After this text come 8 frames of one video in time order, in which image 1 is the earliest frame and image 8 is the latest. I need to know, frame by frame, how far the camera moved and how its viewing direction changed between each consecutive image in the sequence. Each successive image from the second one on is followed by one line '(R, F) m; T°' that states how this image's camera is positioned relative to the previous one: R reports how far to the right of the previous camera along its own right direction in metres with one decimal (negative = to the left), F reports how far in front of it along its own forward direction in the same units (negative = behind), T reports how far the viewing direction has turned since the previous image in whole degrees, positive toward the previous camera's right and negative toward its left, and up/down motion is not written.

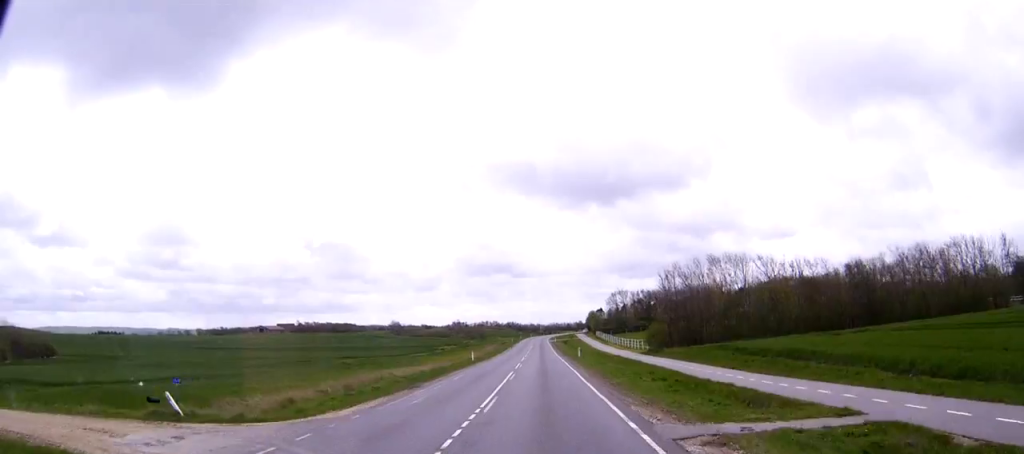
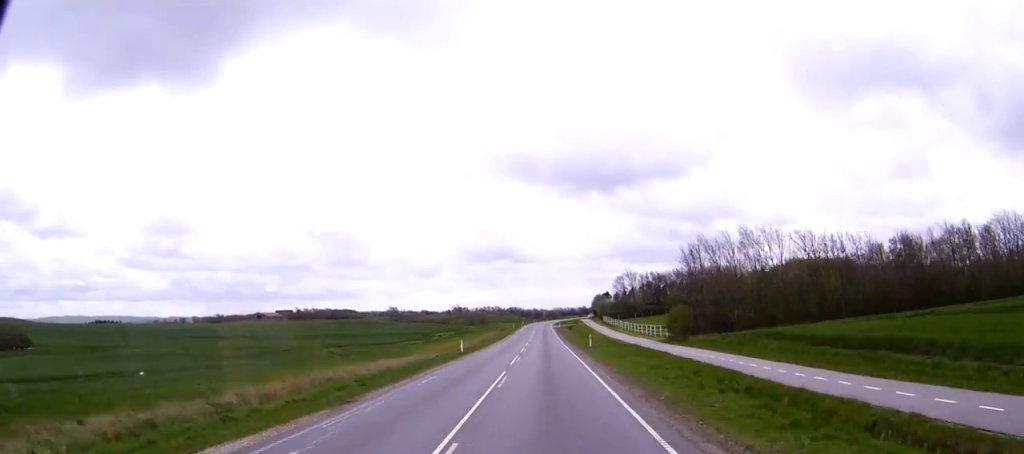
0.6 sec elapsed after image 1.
(0.0, +11.4) m; 0°
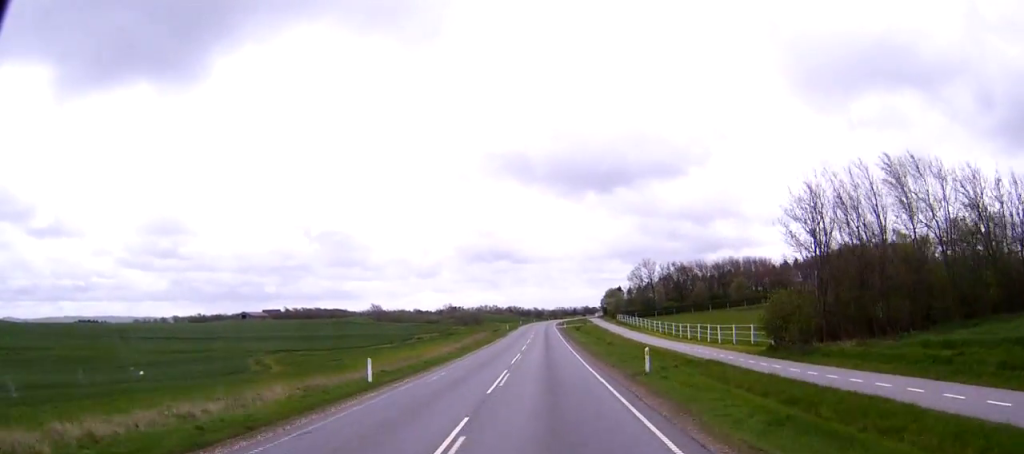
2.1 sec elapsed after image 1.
(0.0, +30.1) m; 0°
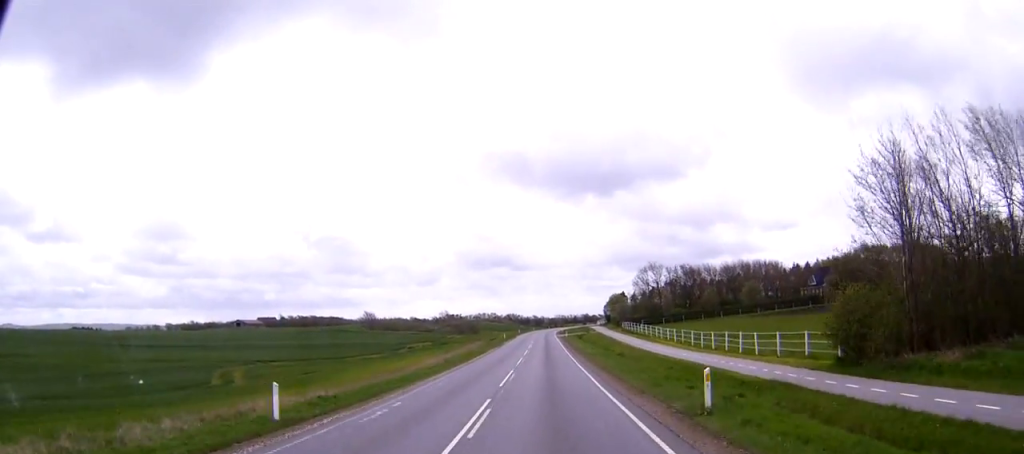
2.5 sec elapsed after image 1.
(0.0, +9.3) m; 0°
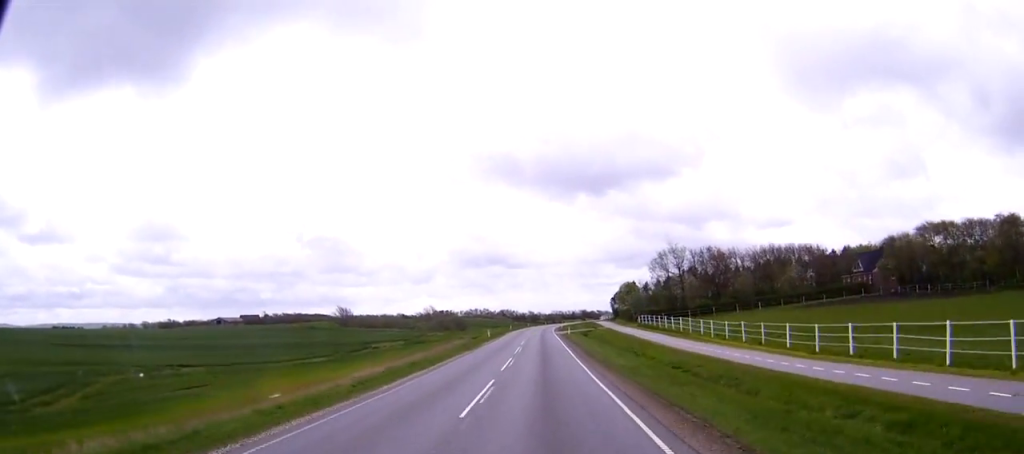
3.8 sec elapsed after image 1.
(0.0, +26.2) m; 0°
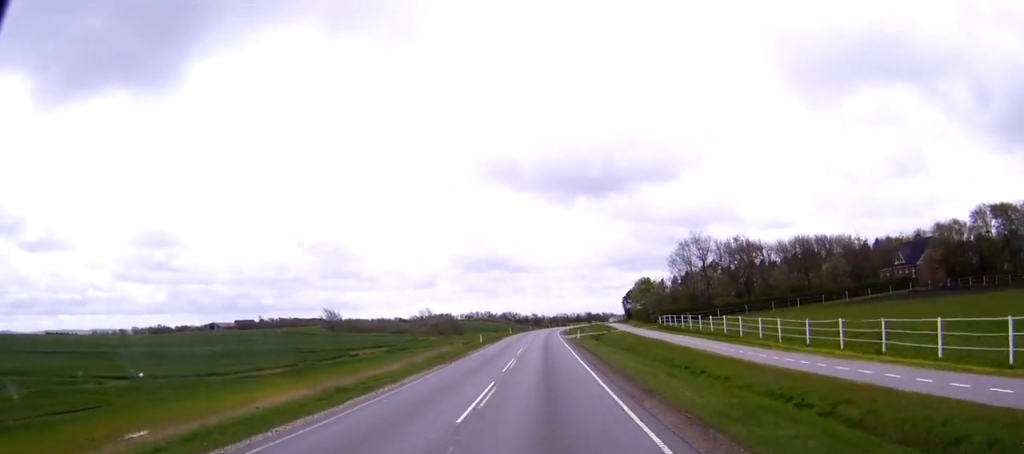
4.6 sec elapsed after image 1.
(+0.1, +15.7) m; 0°
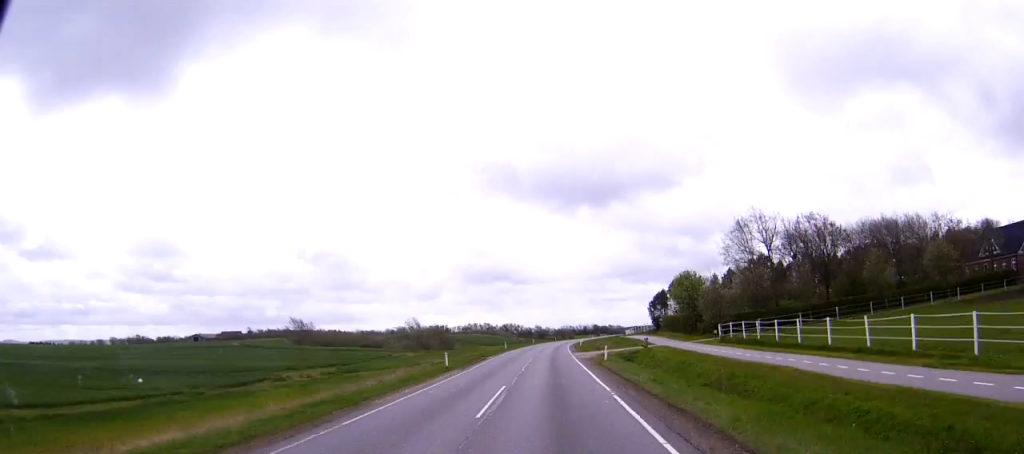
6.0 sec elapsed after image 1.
(-0.3, +28.1) m; -1°
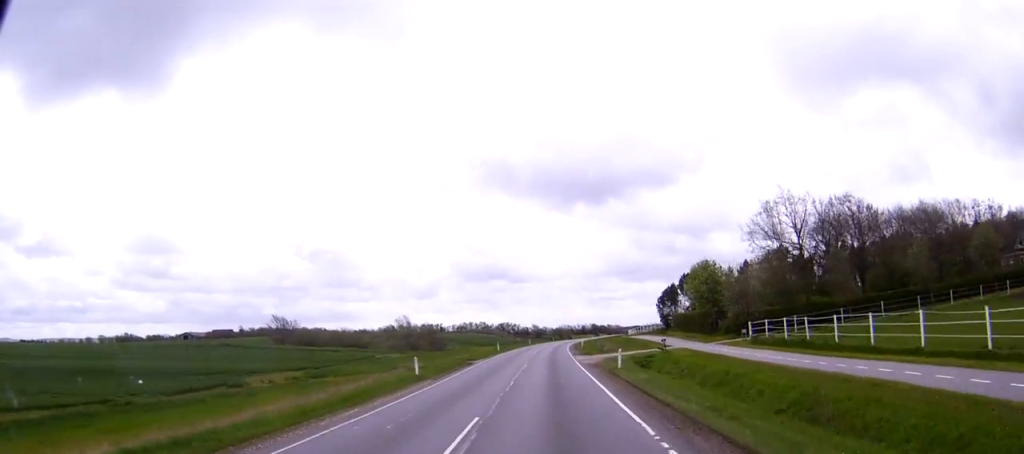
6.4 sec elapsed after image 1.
(0.0, +9.7) m; 0°
